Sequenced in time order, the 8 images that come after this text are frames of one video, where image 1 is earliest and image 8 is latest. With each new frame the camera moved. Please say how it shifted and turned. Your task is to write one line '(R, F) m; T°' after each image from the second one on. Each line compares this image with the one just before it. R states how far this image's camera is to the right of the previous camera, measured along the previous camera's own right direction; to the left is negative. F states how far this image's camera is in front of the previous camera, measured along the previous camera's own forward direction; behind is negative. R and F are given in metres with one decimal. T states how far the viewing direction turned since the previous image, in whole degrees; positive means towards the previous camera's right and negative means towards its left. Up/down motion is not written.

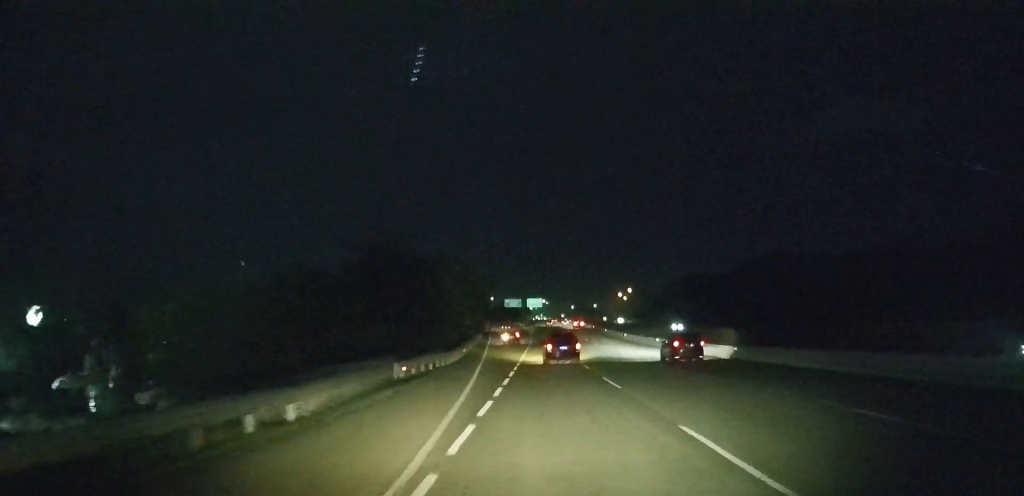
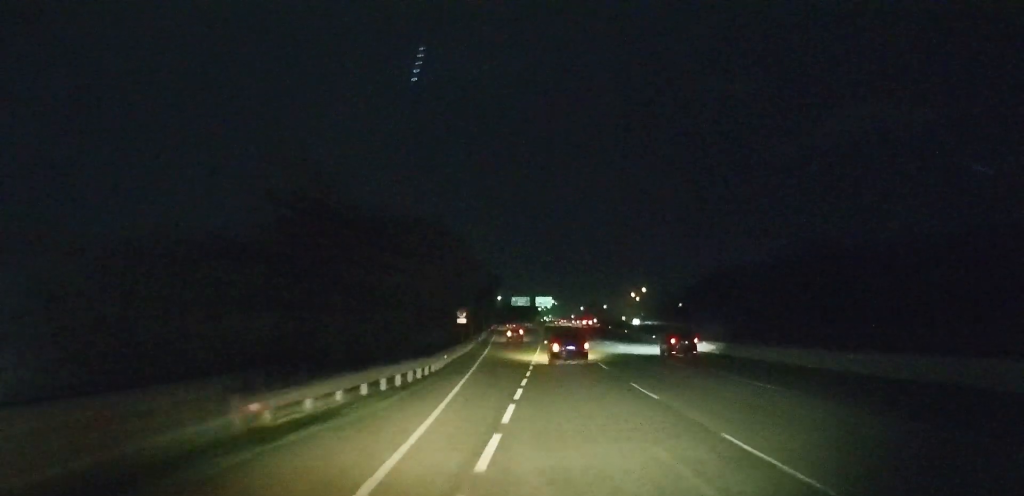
(0.0, +14.9) m; 0°
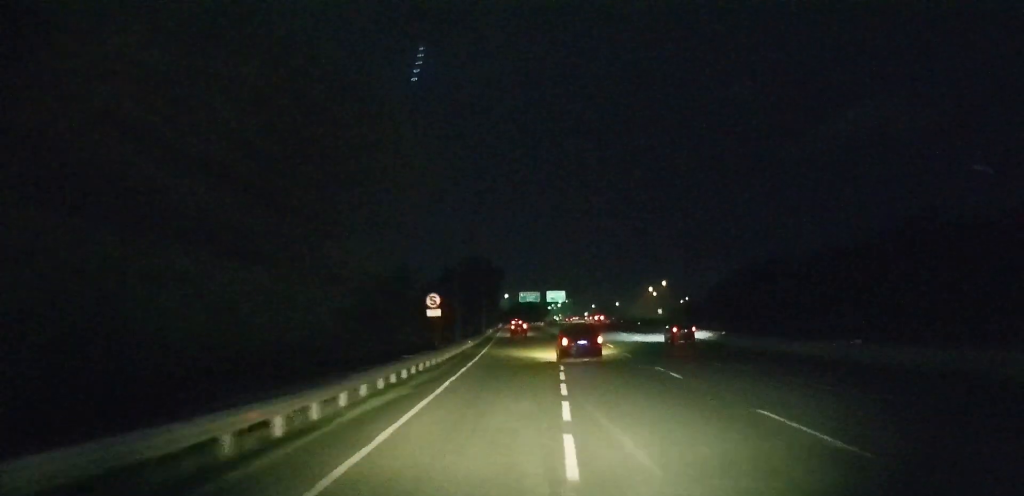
(-0.2, +22.9) m; -1°
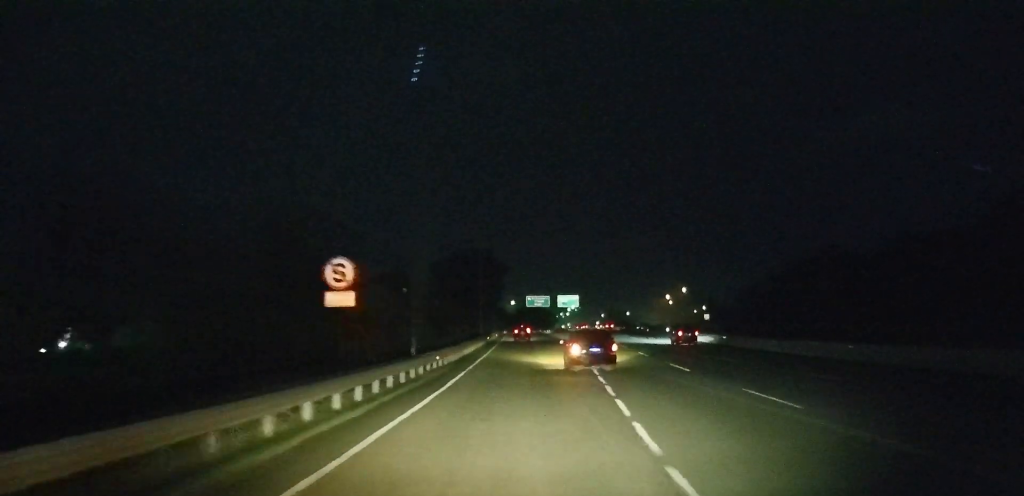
(-0.1, +19.0) m; -1°
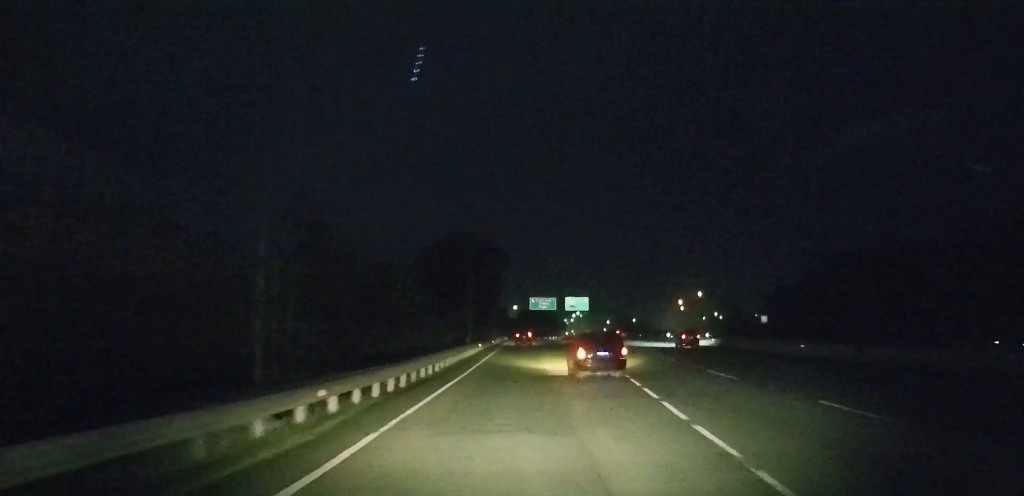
(0.0, +15.2) m; 0°
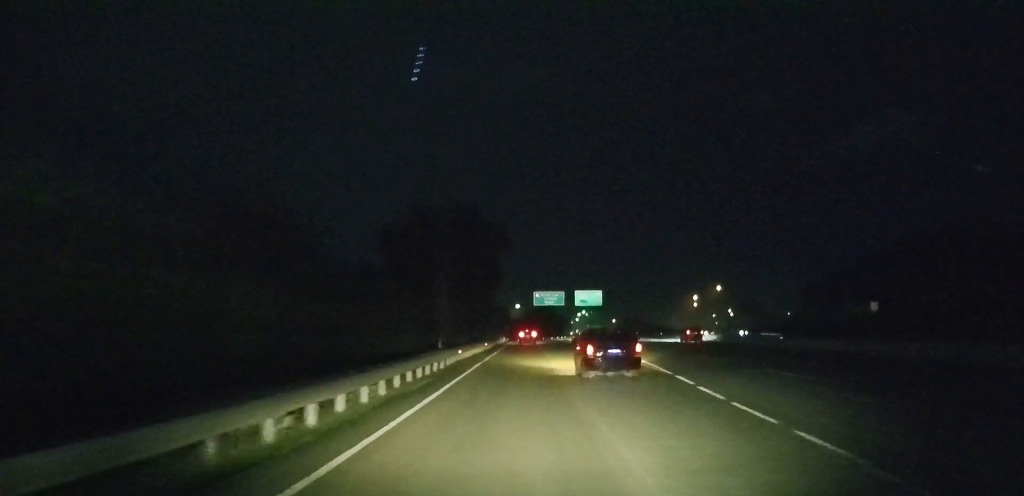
(0.0, +14.7) m; 0°
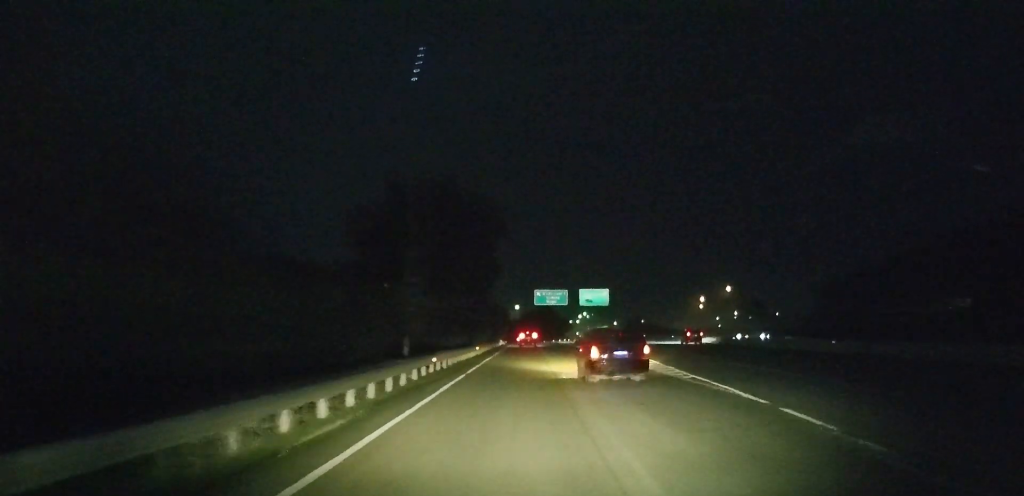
(0.0, +7.3) m; 0°
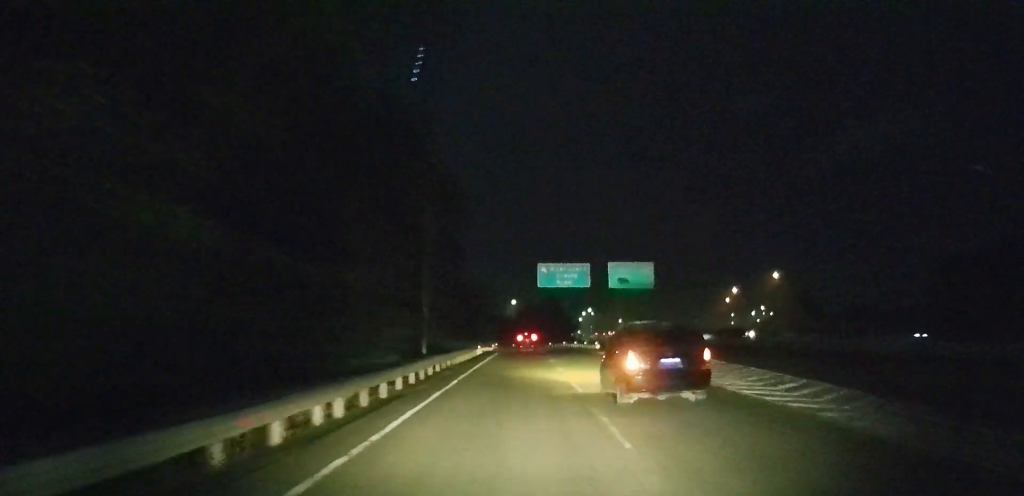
(-0.2, +31.3) m; 0°
